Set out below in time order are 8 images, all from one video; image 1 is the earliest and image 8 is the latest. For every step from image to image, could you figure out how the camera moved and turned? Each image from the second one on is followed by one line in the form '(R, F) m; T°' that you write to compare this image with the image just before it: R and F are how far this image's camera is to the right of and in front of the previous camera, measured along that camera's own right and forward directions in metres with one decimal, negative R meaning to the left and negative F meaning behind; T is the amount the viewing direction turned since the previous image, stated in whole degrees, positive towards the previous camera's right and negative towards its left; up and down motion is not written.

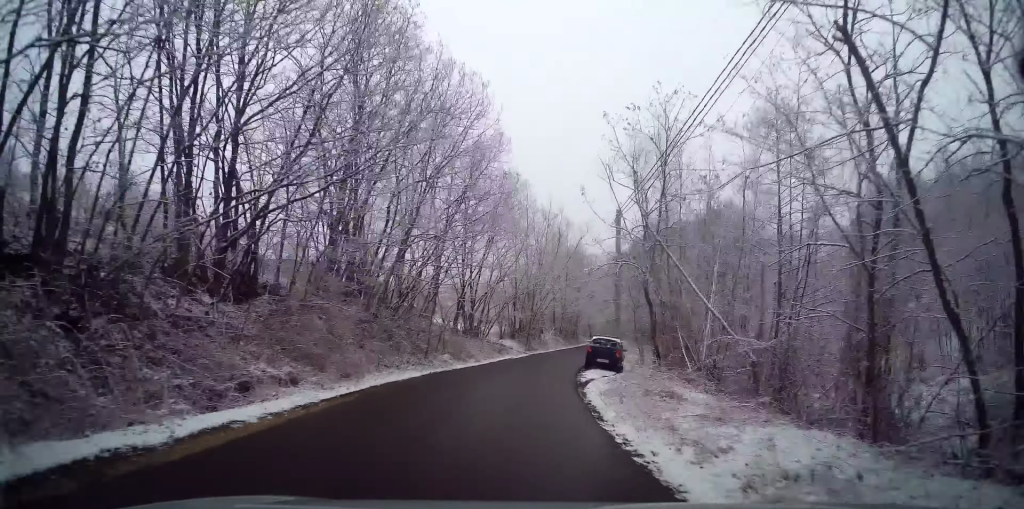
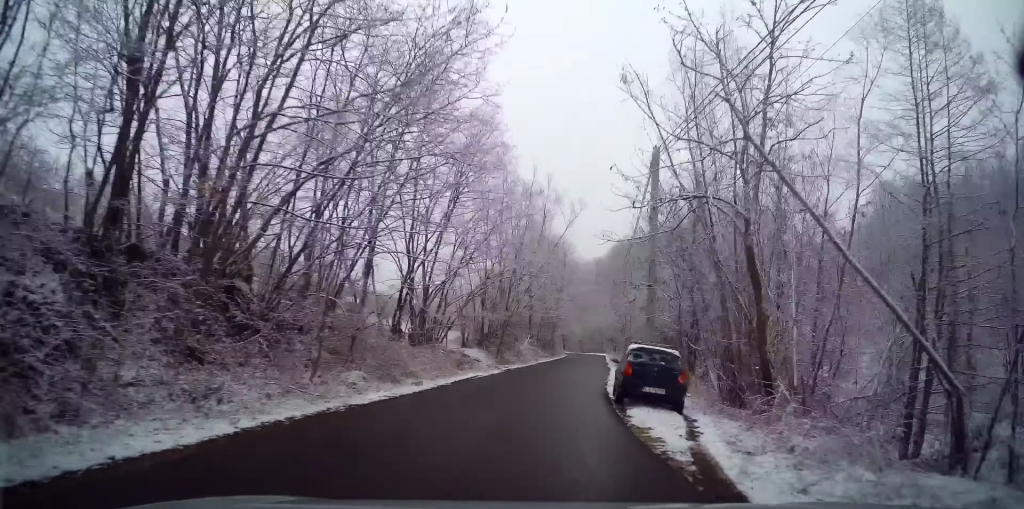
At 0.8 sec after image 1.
(-0.3, +11.3) m; 0°
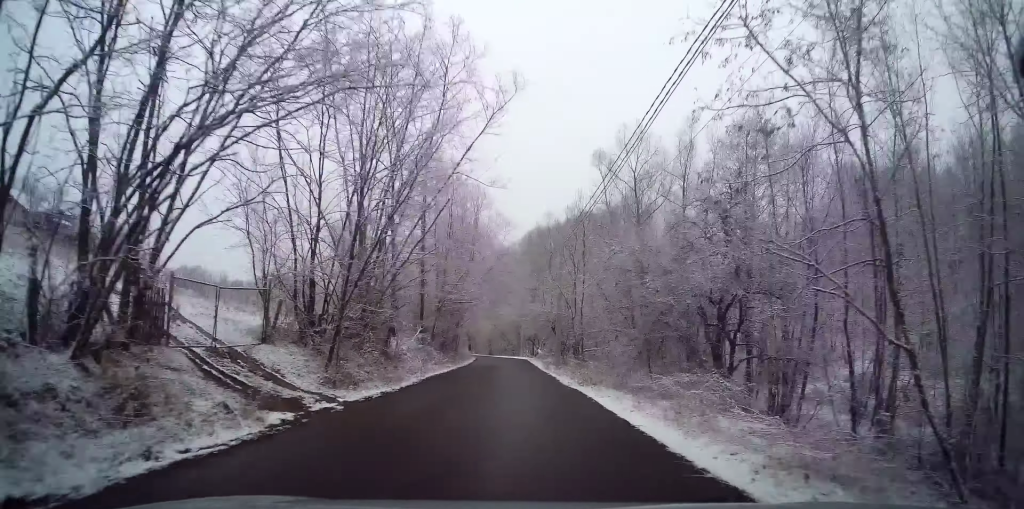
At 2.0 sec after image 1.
(+0.7, +19.1) m; +4°
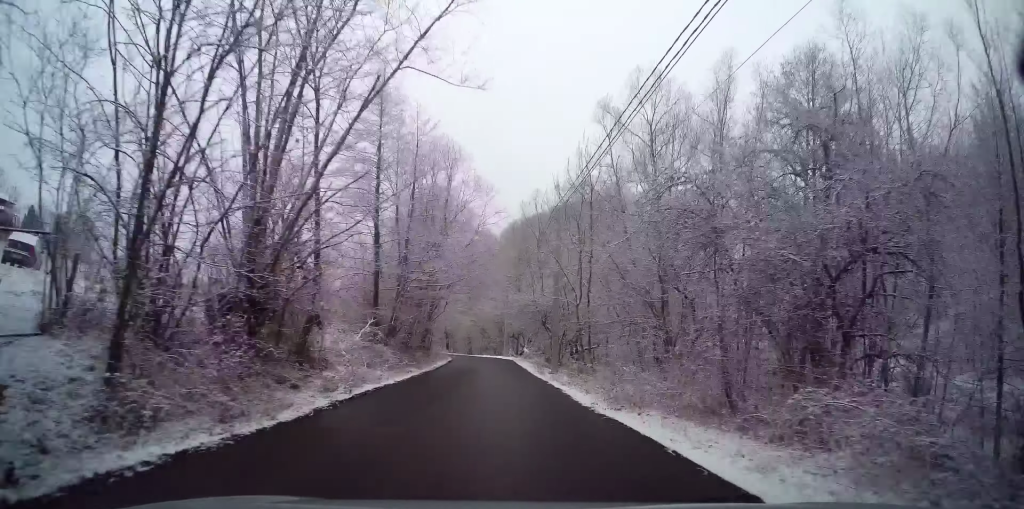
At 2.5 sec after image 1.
(+0.1, +7.9) m; +2°
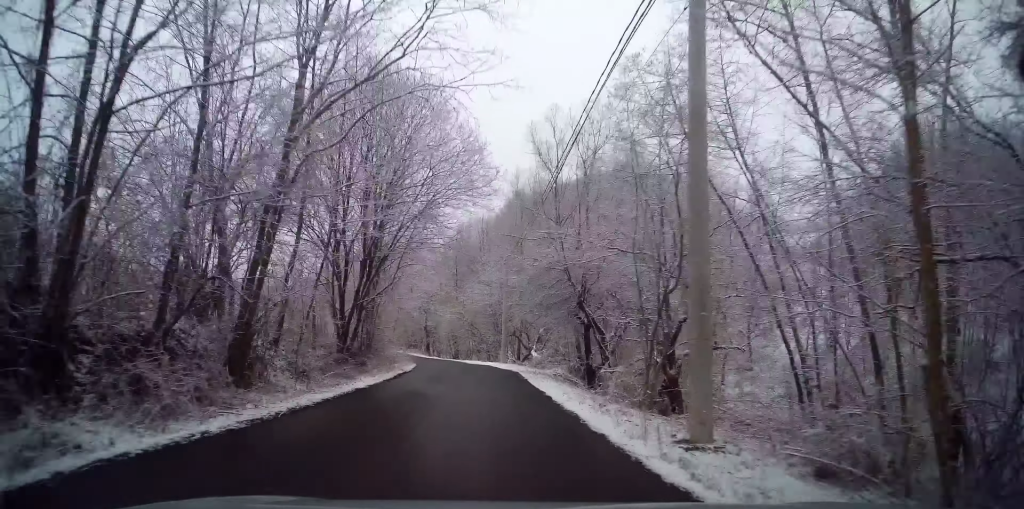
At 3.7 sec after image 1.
(+0.9, +19.3) m; +4°
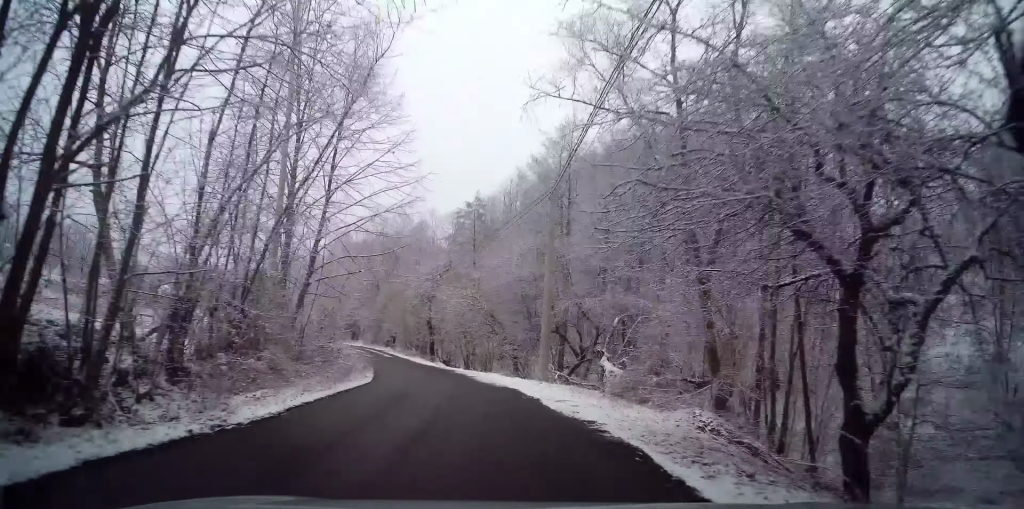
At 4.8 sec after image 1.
(-0.1, +18.5) m; 0°
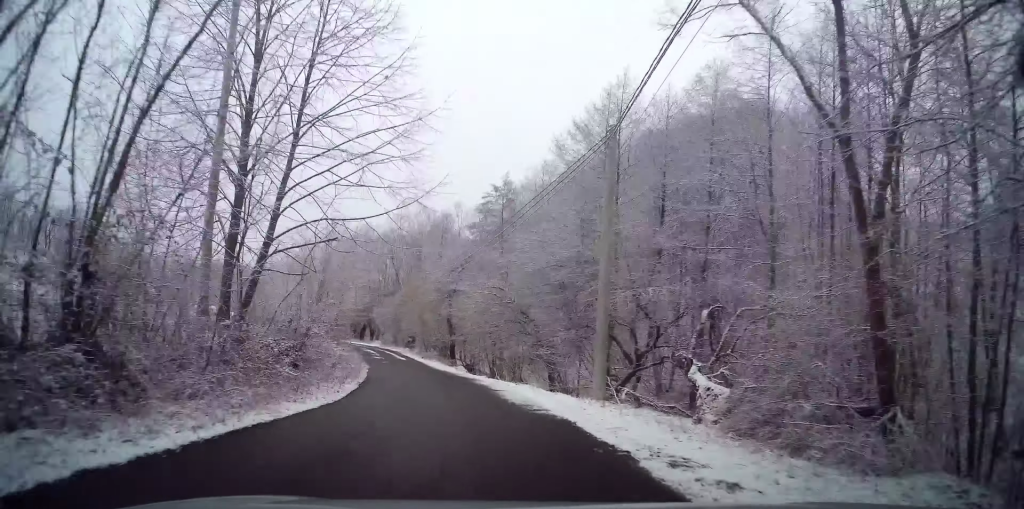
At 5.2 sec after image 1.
(+0.1, +6.6) m; -2°
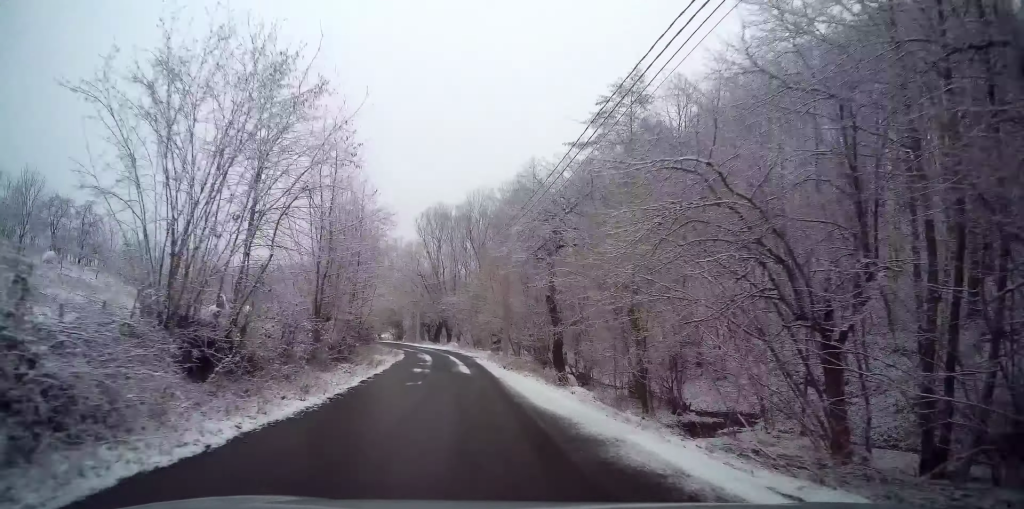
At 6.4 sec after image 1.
(-1.2, +19.0) m; -9°
